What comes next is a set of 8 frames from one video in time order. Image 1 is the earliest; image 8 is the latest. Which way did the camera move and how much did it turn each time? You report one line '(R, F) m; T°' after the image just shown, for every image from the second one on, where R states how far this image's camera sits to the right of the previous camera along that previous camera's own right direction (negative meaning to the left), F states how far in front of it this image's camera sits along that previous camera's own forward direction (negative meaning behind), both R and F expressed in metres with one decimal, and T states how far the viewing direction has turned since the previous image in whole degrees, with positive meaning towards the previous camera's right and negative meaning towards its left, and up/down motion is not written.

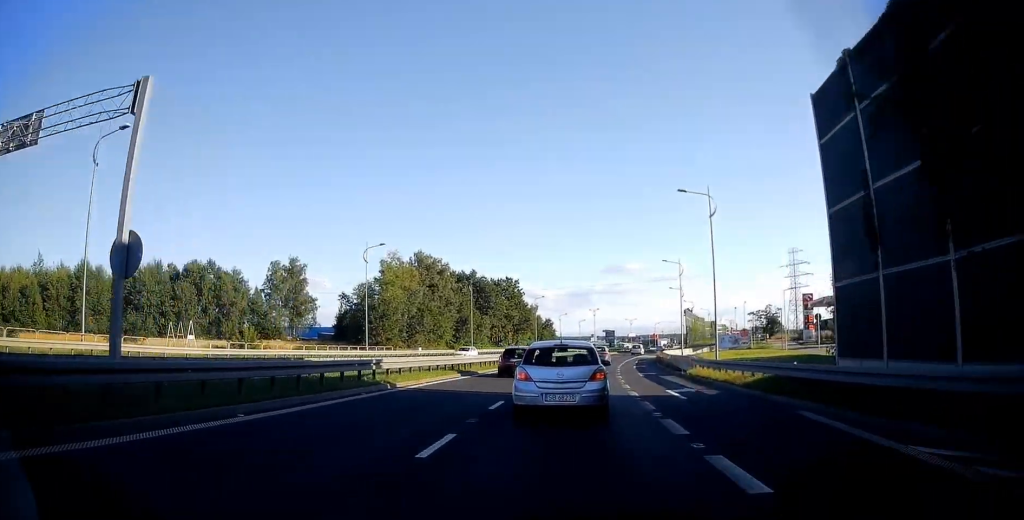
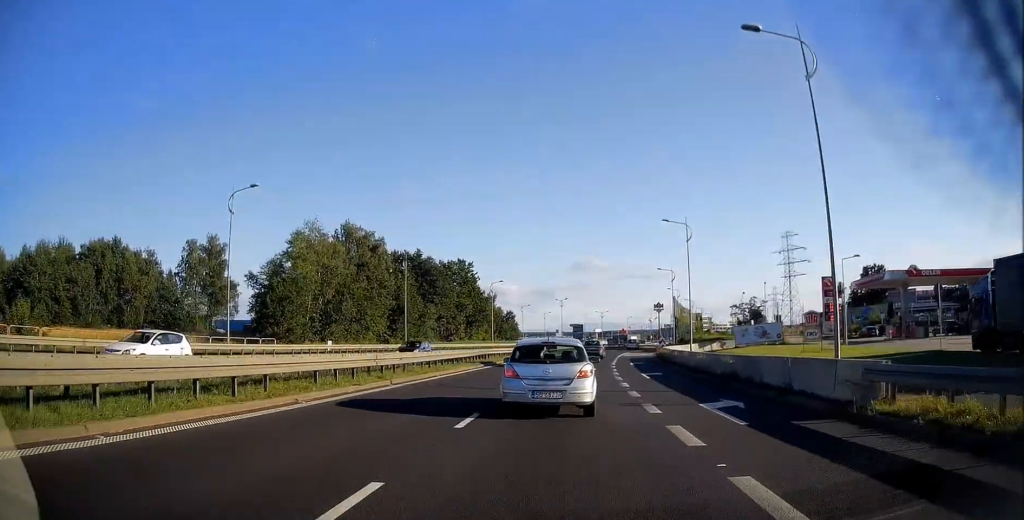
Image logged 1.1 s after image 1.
(+0.3, +17.3) m; +4°
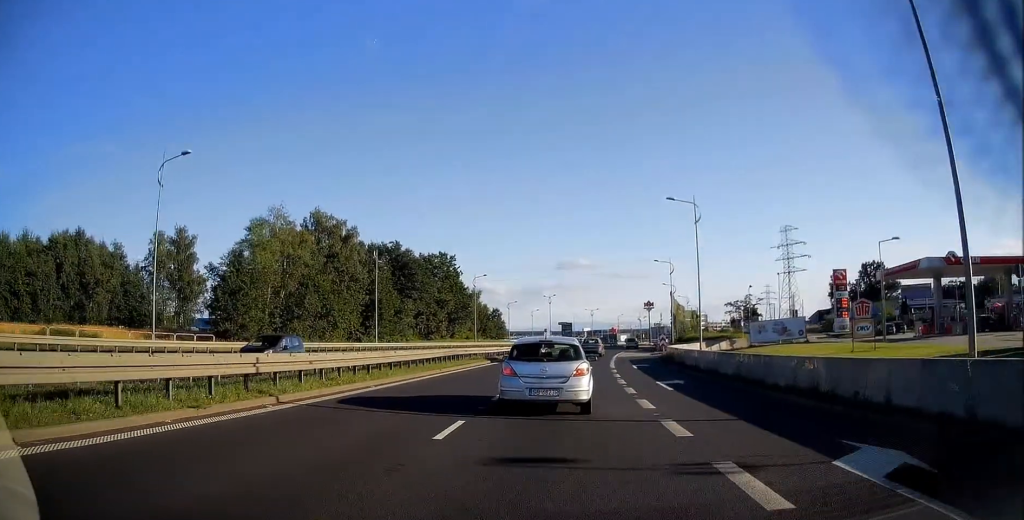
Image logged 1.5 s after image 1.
(+0.2, +6.6) m; +1°
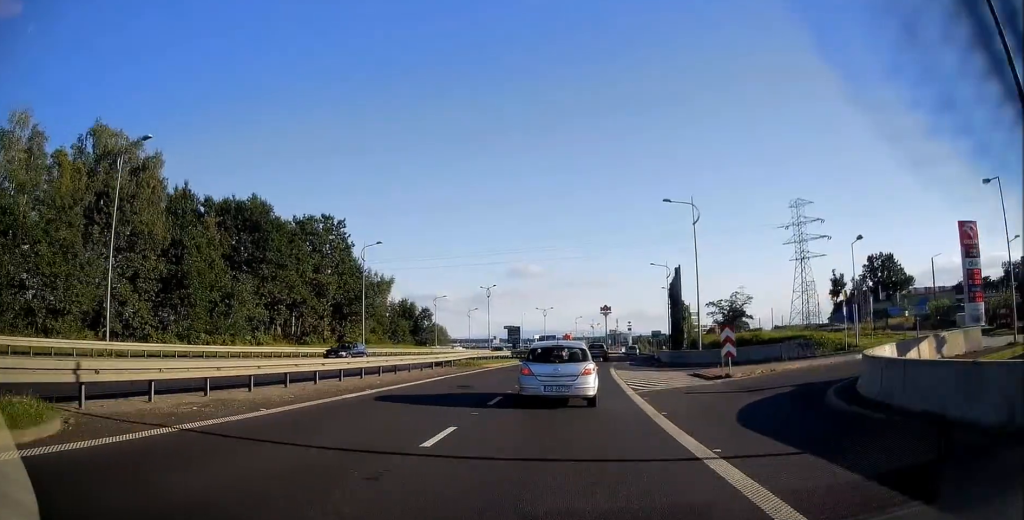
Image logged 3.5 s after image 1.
(+1.5, +35.0) m; +2°
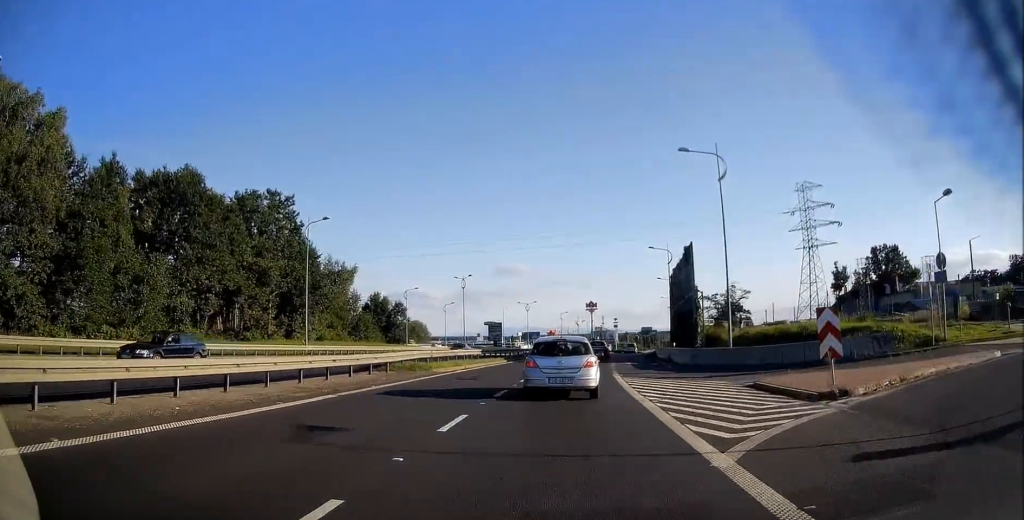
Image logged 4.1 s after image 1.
(0.0, +11.0) m; 0°
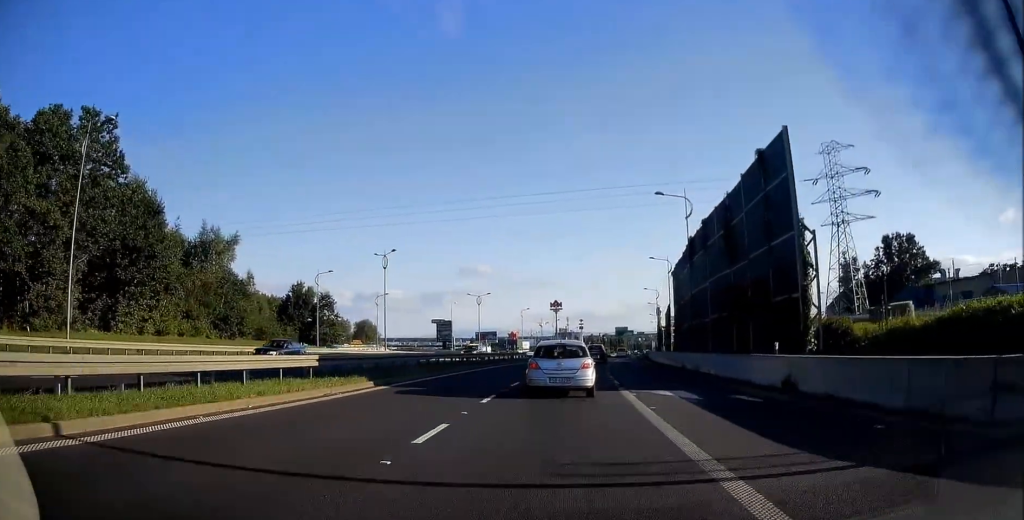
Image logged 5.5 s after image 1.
(+0.4, +24.8) m; +3°
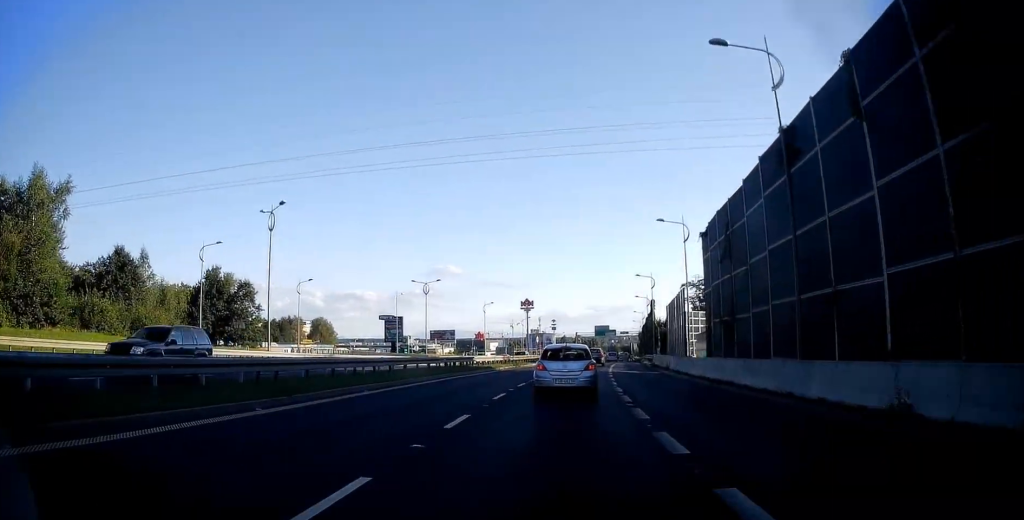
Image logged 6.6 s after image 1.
(+1.0, +21.7) m; +4°
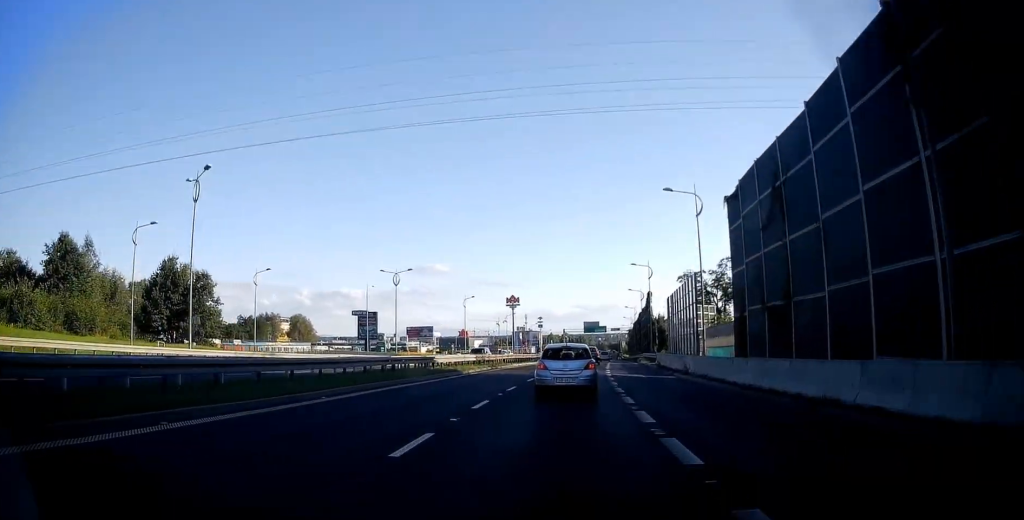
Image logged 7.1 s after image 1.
(0.0, +8.7) m; +1°
